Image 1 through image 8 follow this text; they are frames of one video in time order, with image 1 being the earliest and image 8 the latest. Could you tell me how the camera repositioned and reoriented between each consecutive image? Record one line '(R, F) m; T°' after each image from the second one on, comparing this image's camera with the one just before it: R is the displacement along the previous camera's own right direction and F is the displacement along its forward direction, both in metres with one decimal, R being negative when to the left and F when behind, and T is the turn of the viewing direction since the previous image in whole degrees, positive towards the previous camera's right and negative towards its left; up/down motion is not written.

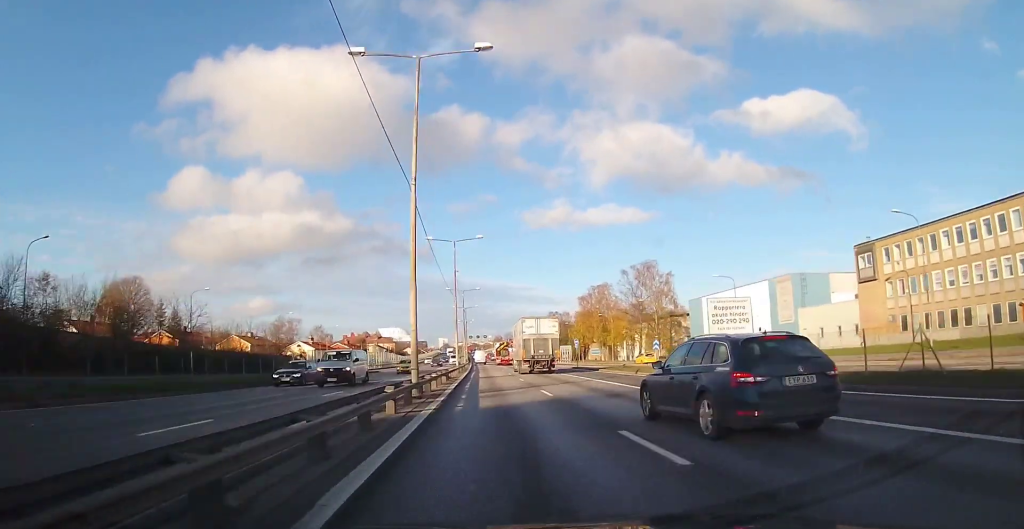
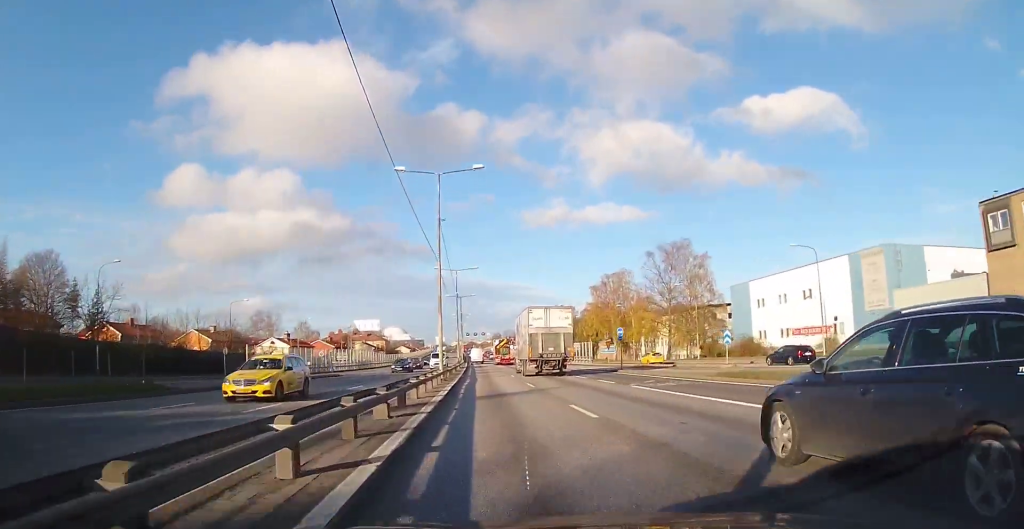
(+0.3, +18.8) m; +1°
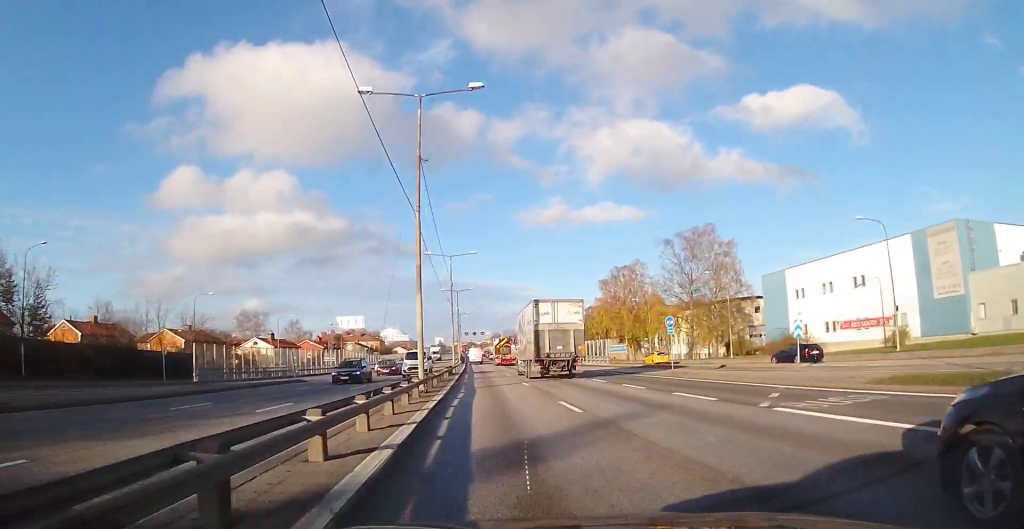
(0.0, +10.5) m; 0°
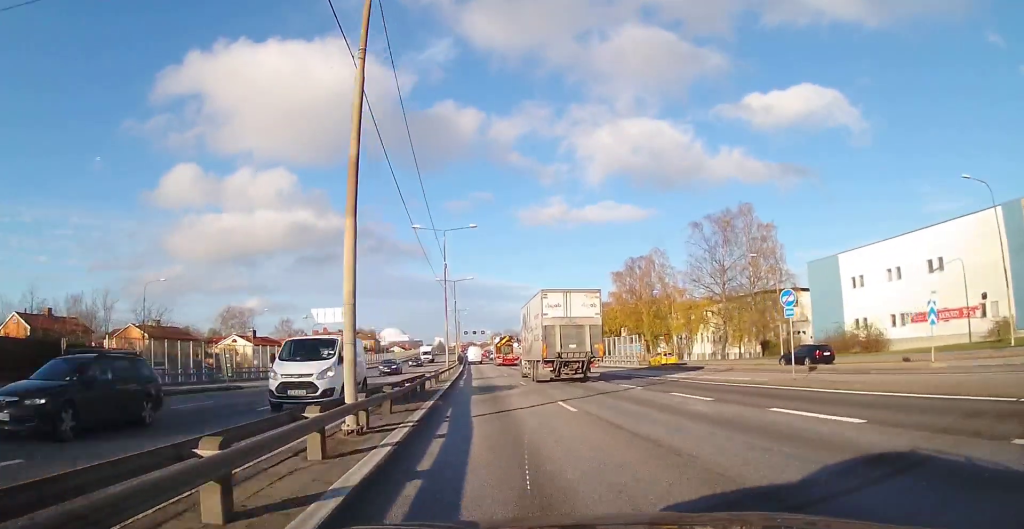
(-0.1, +11.6) m; -1°
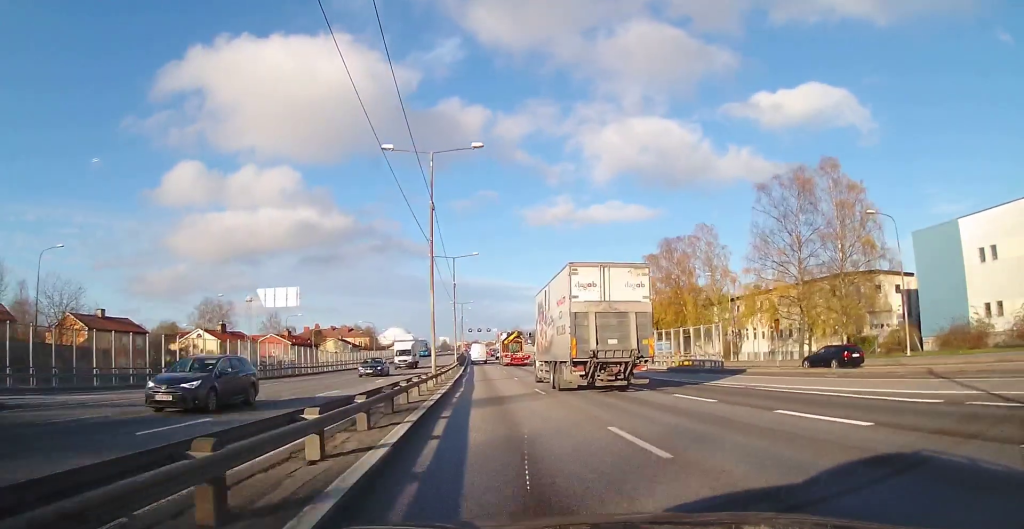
(0.0, +17.7) m; 0°
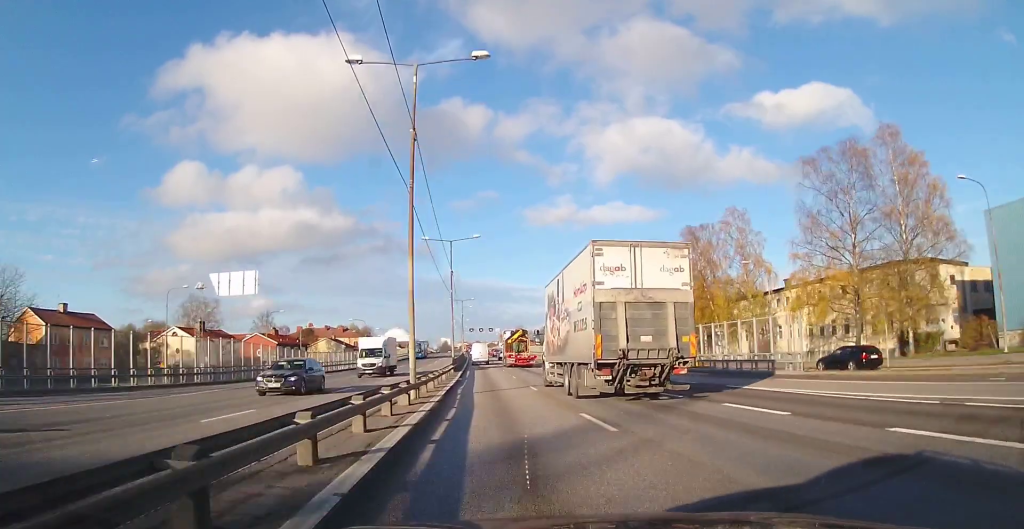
(0.0, +9.2) m; 0°
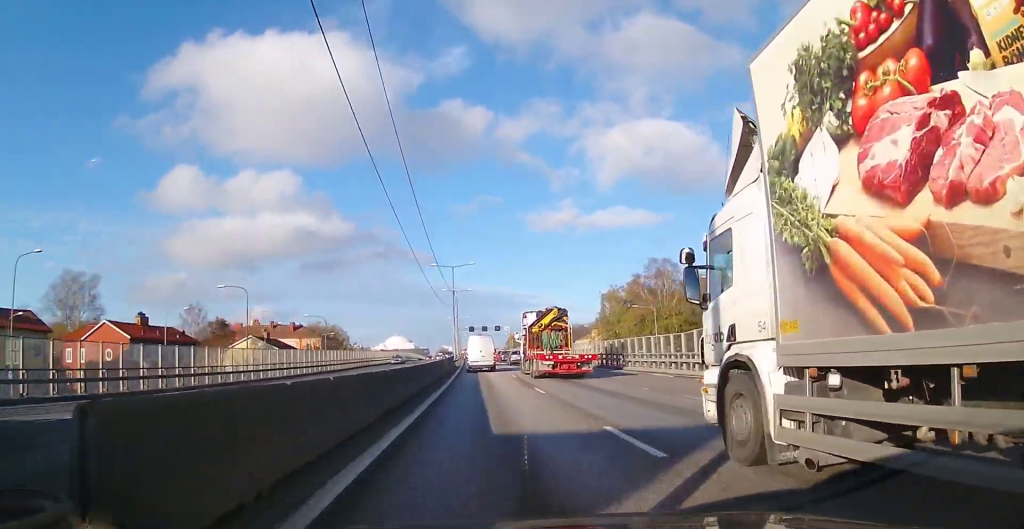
(-0.3, +51.7) m; 0°
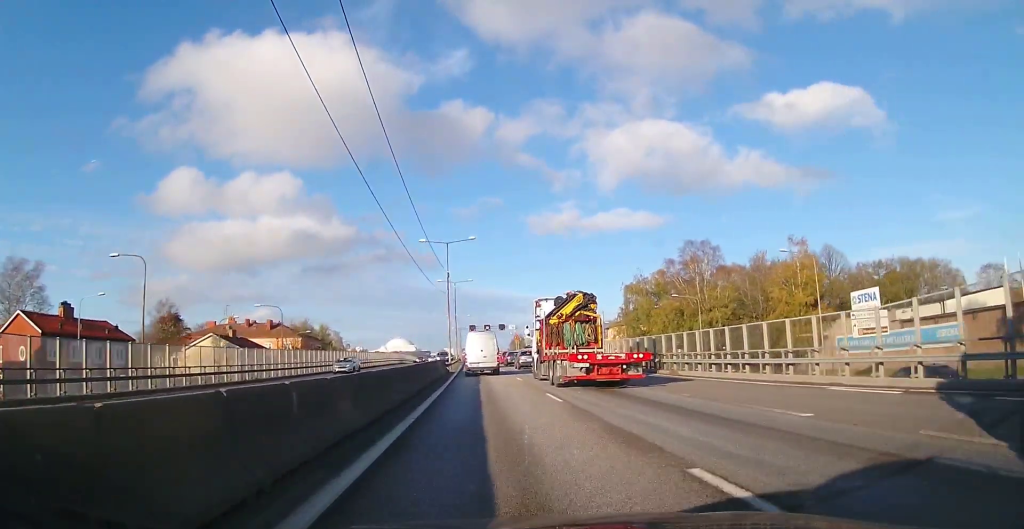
(+0.1, +15.4) m; 0°
